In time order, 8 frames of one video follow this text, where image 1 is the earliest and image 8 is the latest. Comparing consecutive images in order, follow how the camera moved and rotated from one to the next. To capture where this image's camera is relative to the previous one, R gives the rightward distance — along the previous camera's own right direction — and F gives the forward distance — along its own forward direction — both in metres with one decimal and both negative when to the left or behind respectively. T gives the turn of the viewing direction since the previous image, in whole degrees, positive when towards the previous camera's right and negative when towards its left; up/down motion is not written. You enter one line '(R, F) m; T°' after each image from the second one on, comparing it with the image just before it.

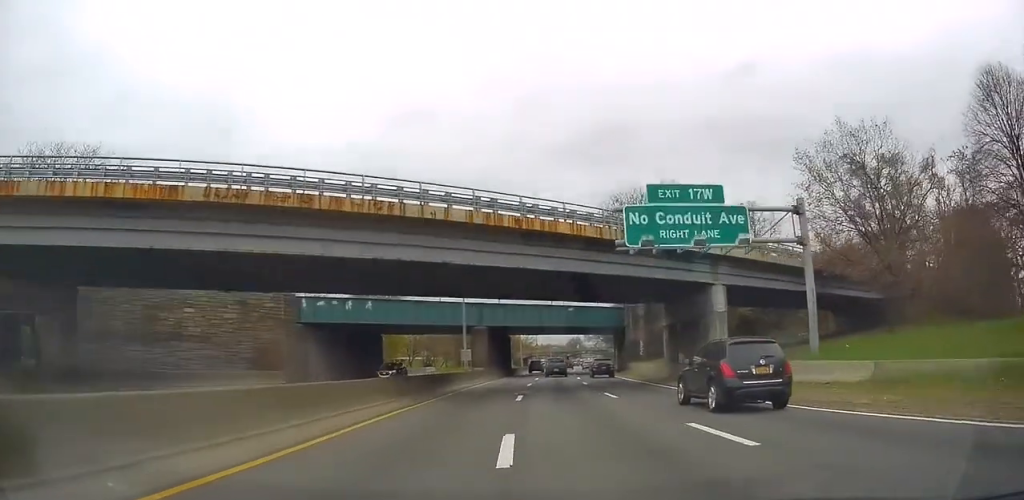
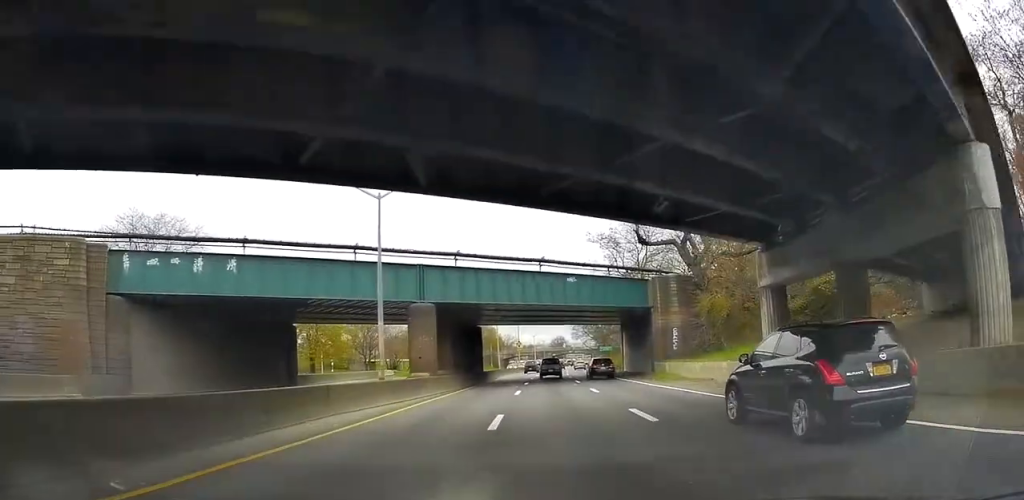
(+0.4, +21.8) m; +1°
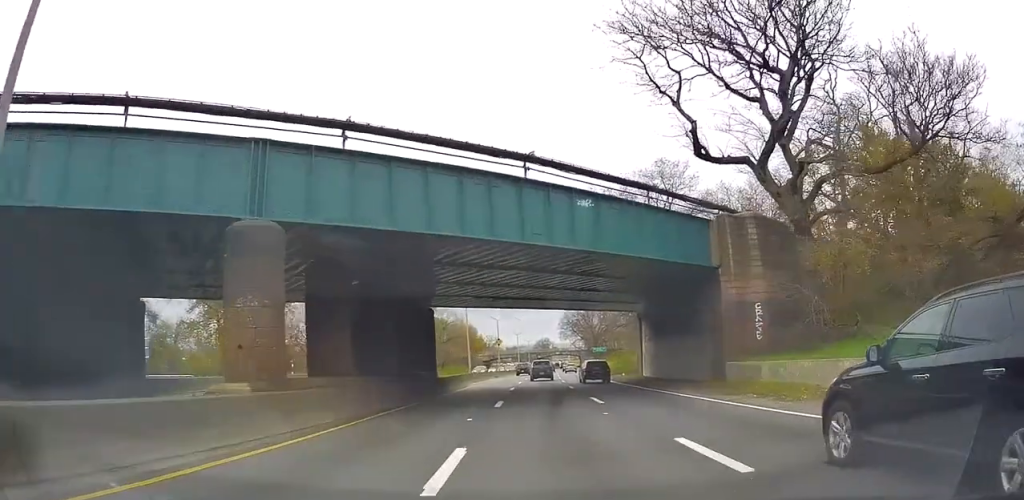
(+0.2, +19.1) m; +1°
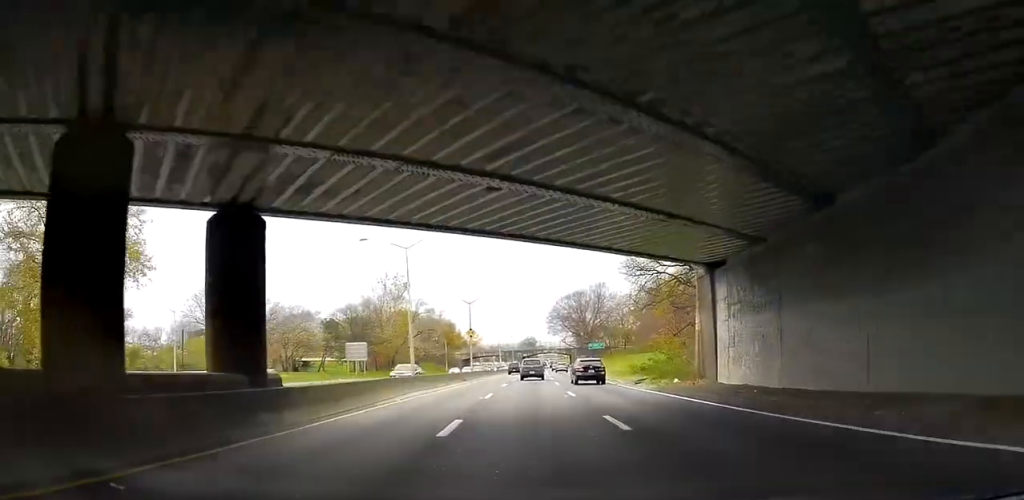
(+0.2, +21.6) m; +1°
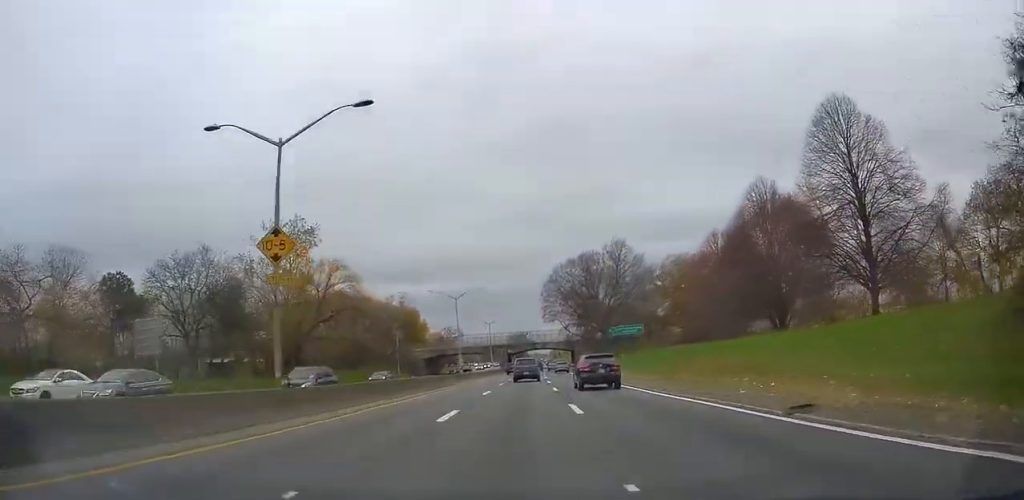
(+0.9, +47.7) m; +2°
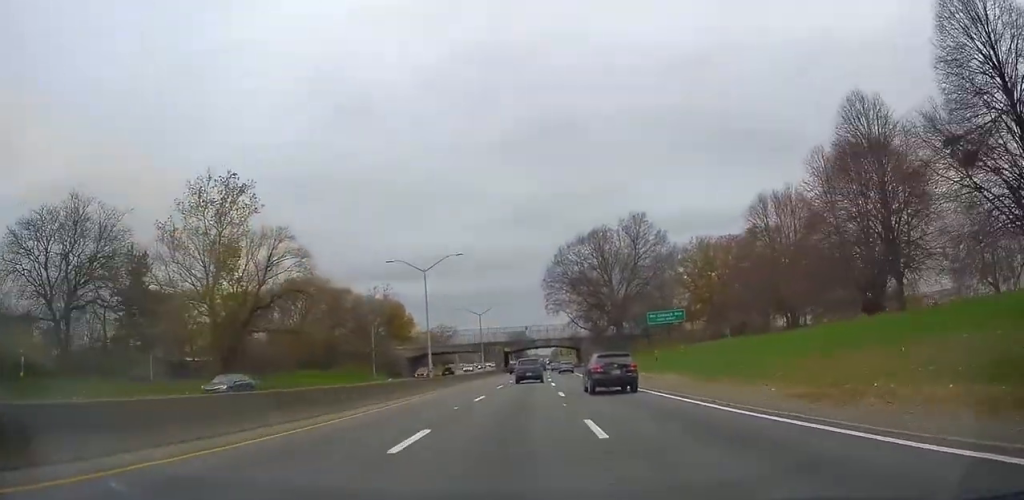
(+0.3, +17.5) m; +1°
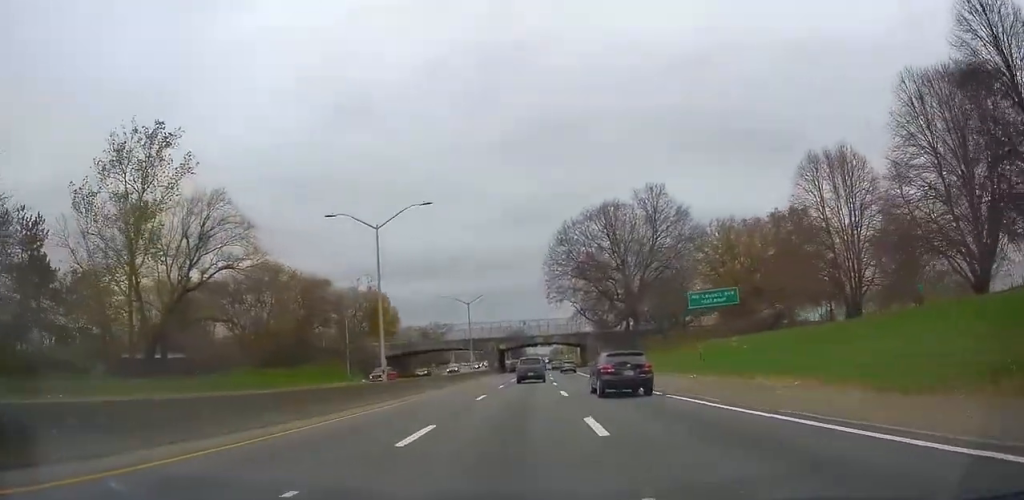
(+0.1, +12.8) m; 0°
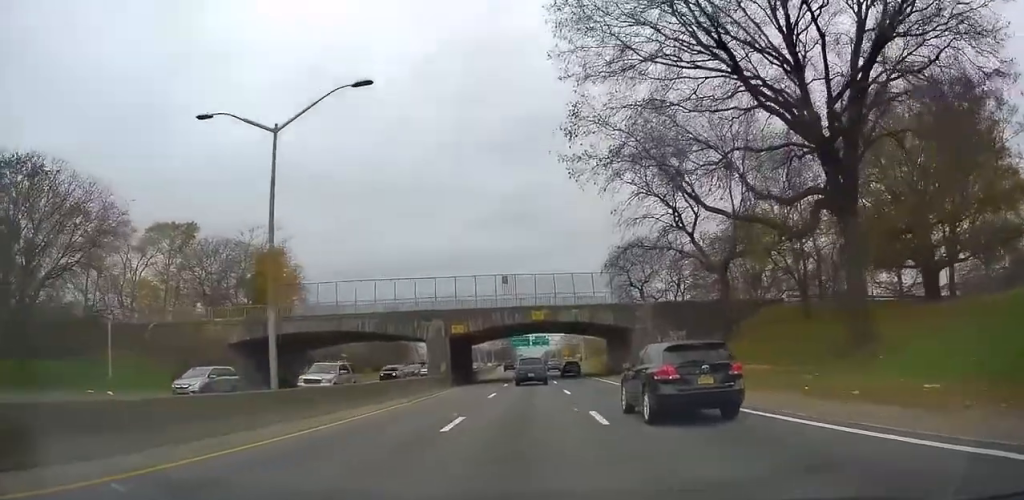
(+0.3, +49.3) m; +2°
